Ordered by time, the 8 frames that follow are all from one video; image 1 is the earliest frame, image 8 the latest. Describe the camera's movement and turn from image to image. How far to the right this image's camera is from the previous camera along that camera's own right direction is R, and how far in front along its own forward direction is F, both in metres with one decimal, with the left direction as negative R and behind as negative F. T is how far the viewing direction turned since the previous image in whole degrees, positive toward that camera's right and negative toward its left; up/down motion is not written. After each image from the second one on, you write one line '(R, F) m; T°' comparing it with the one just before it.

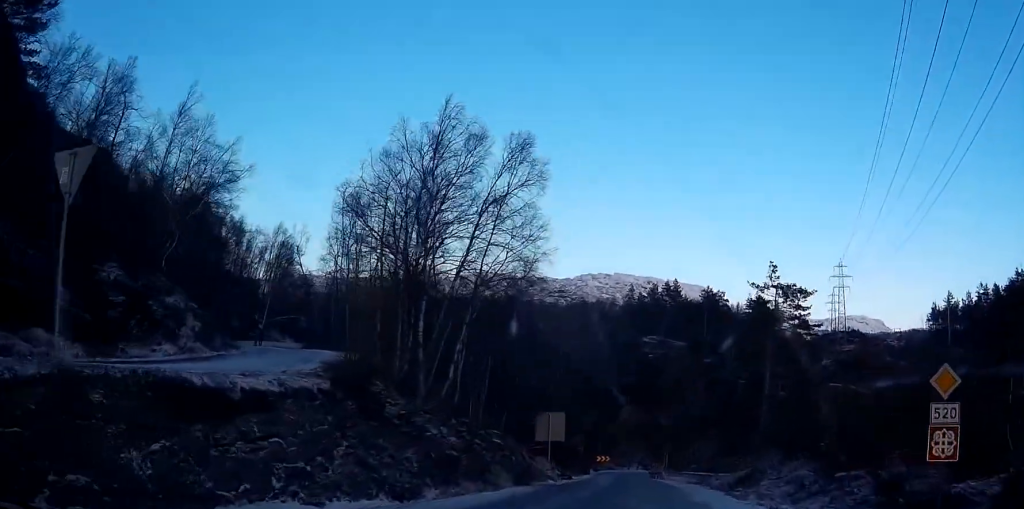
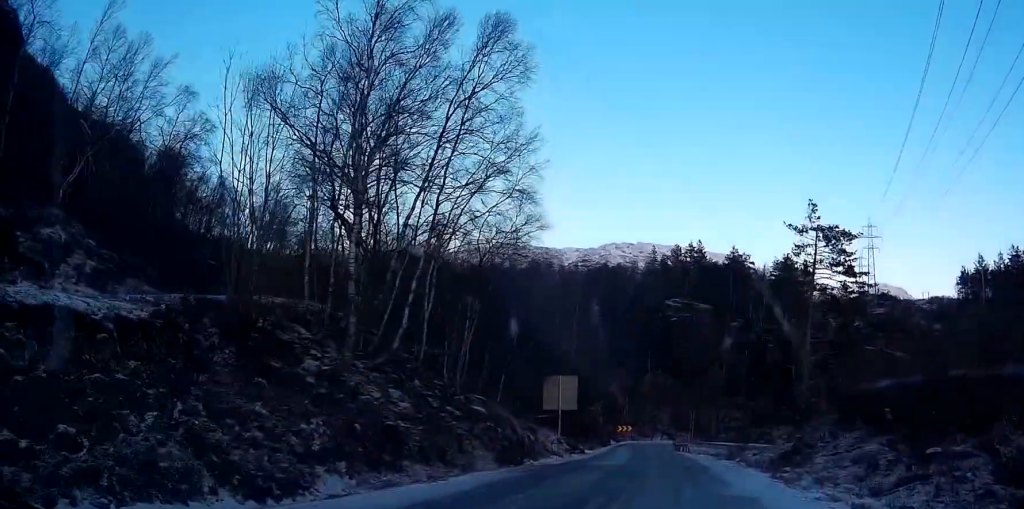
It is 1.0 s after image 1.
(+0.1, +8.8) m; 0°
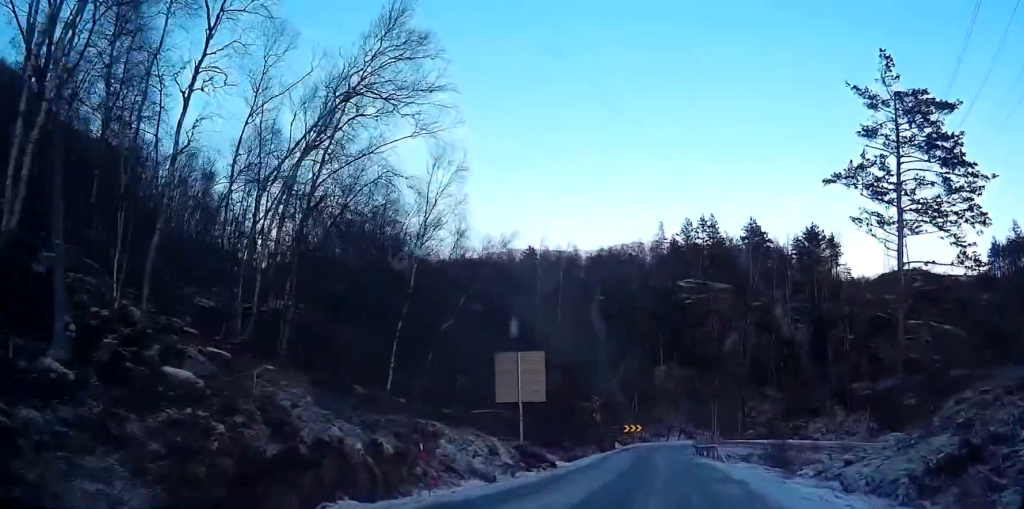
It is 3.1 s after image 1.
(-0.5, +20.3) m; -3°
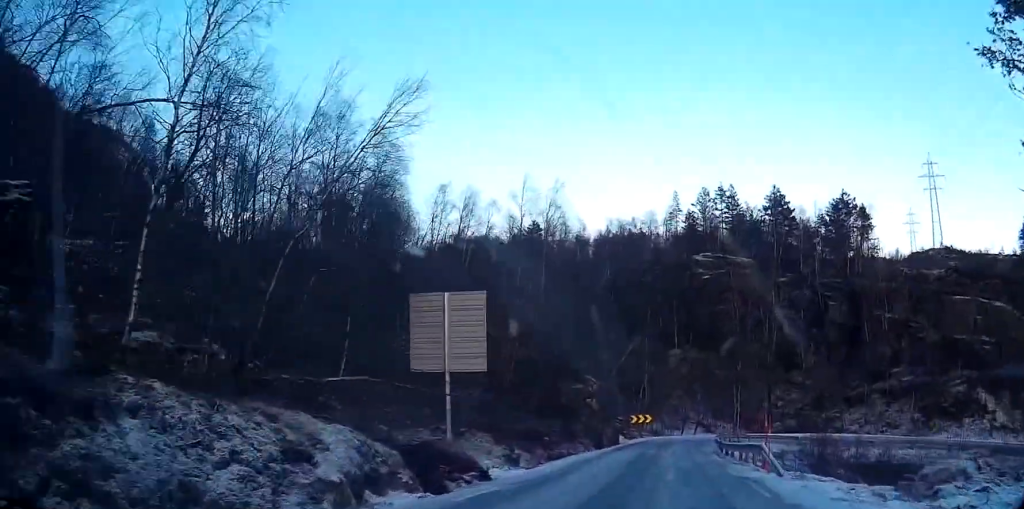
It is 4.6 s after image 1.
(-0.2, +15.0) m; 0°
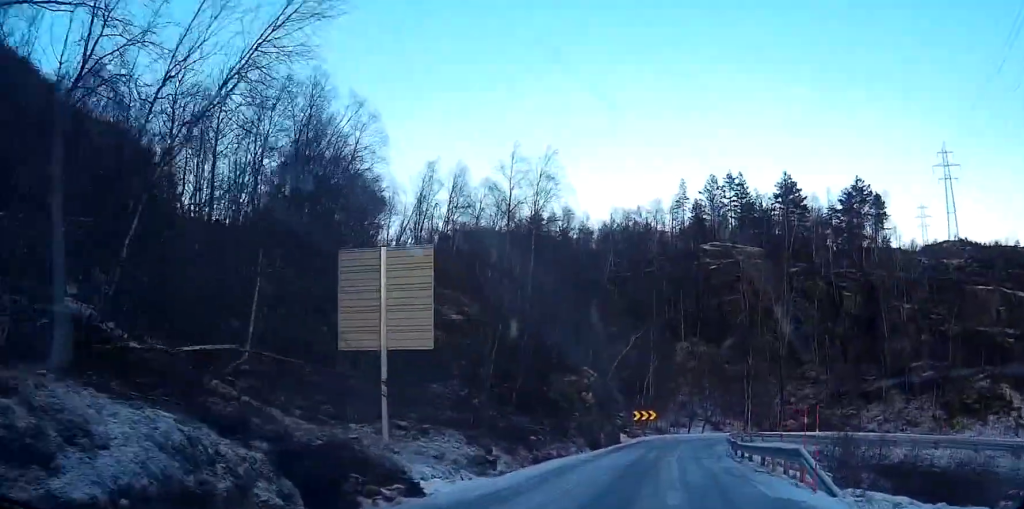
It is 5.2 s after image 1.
(+0.1, +6.0) m; +2°
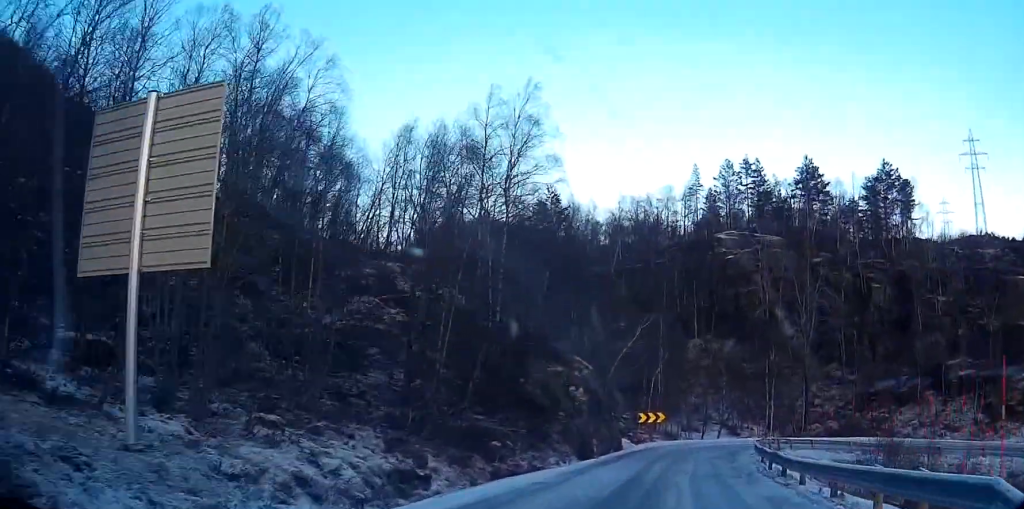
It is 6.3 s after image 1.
(+0.2, +9.9) m; +3°
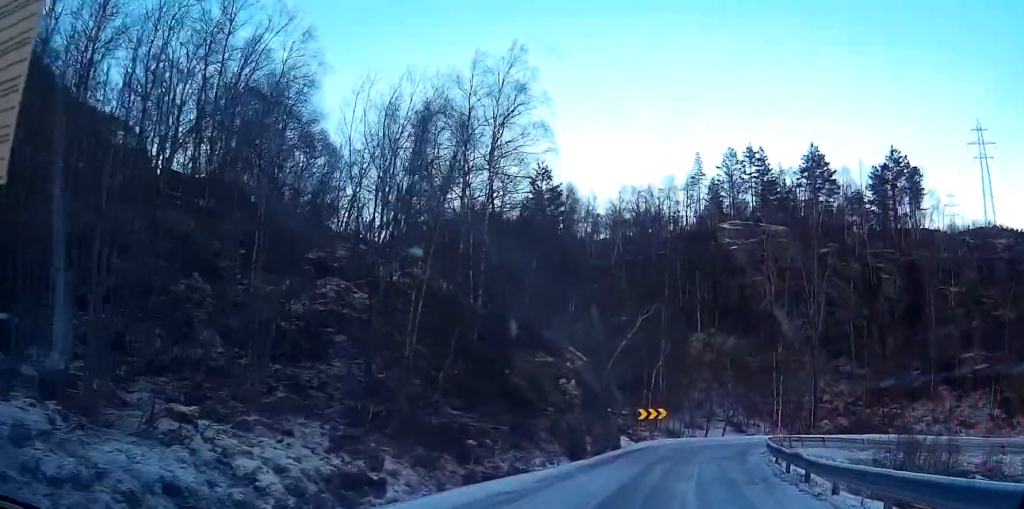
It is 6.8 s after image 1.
(0.0, +3.8) m; +1°
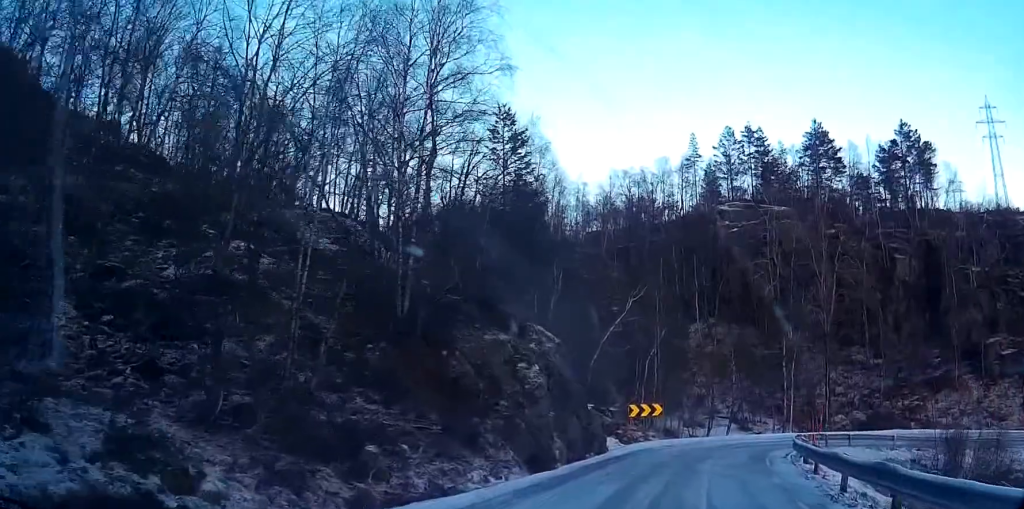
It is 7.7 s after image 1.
(+0.3, +7.8) m; +3°
